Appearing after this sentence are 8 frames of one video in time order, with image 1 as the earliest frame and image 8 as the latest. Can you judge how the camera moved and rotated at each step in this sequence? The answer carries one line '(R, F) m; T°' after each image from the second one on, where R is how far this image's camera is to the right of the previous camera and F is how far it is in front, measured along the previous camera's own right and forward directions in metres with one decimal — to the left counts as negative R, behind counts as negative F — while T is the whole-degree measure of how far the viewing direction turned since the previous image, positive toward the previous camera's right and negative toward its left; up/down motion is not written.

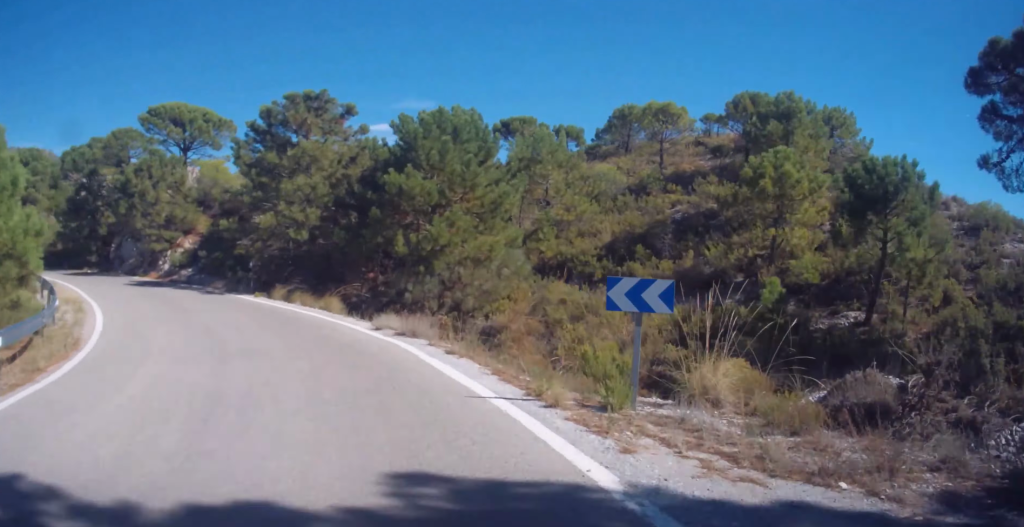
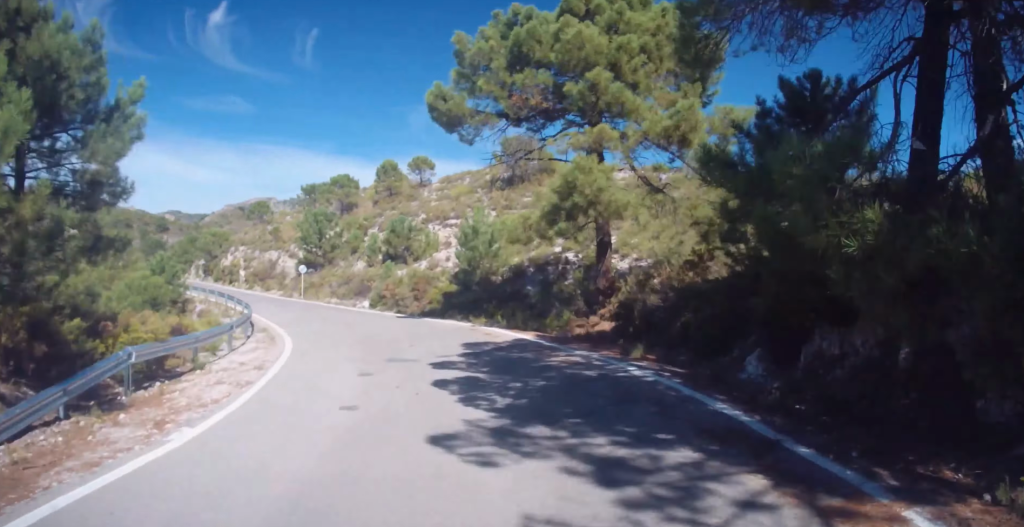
(-15.8, +52.1) m; -30°
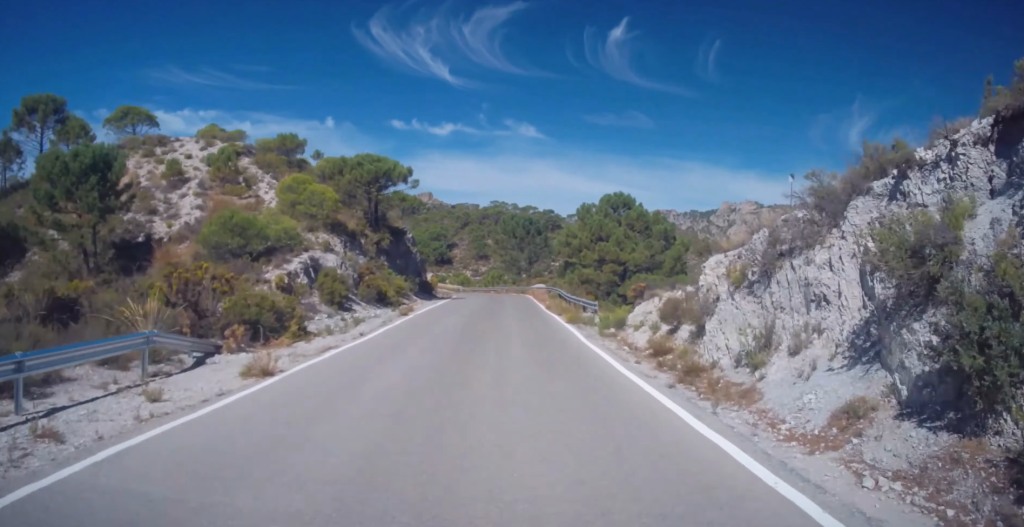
(-27.7, +93.3) m; -22°
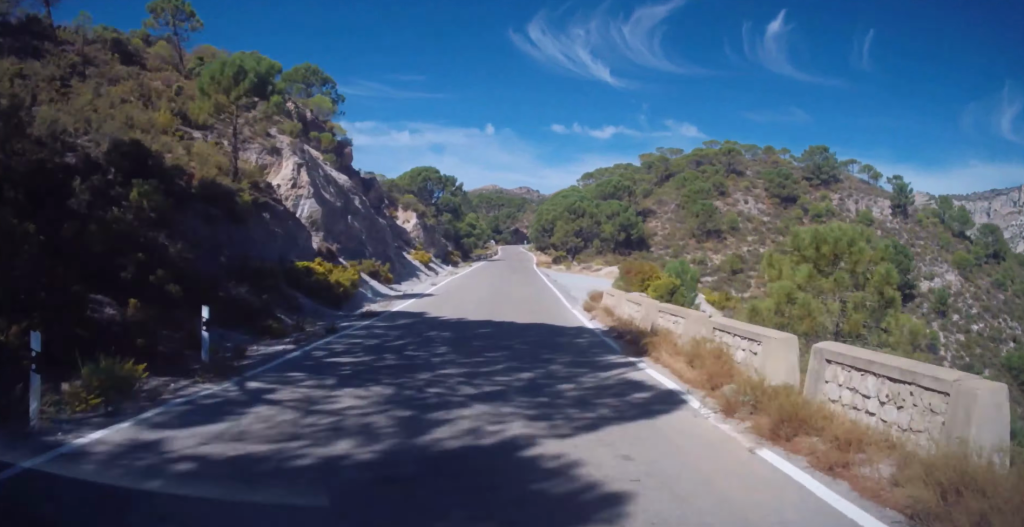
(-13.8, +123.3) m; -9°
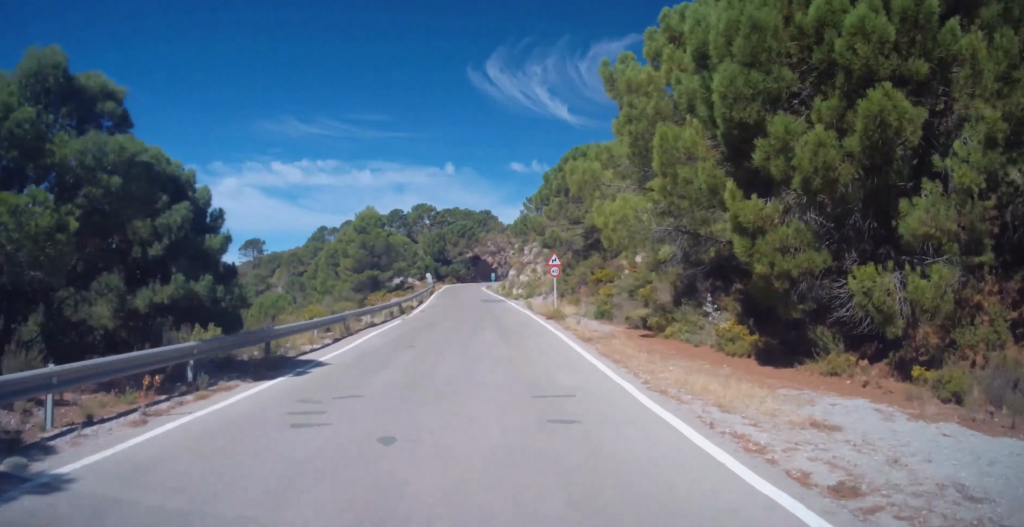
(0.0, +78.7) m; +1°
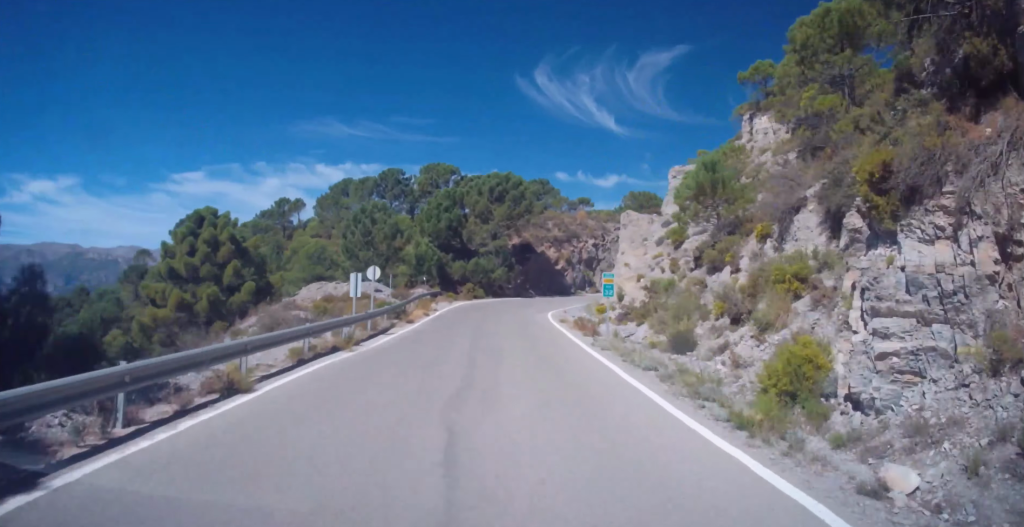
(+0.1, +57.5) m; +18°
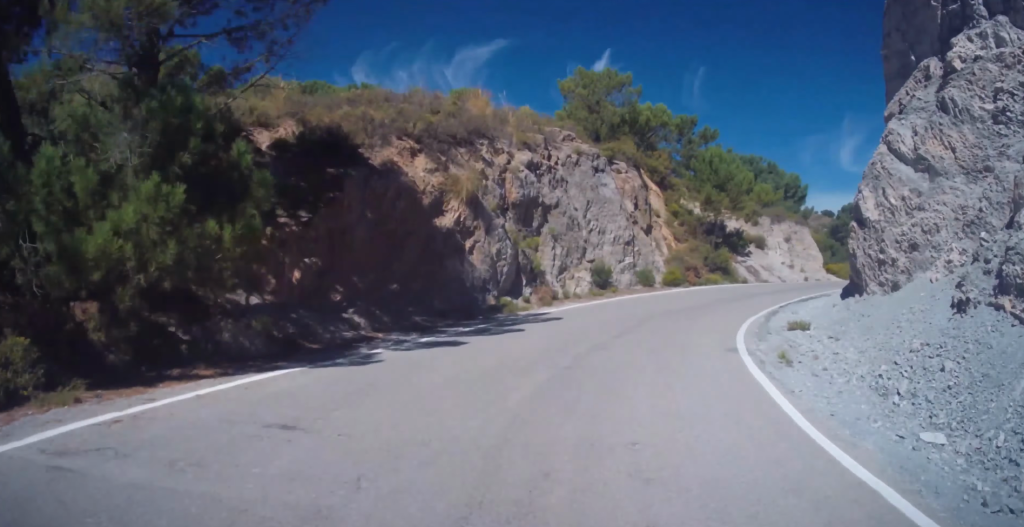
(+8.8, +40.4) m; +15°
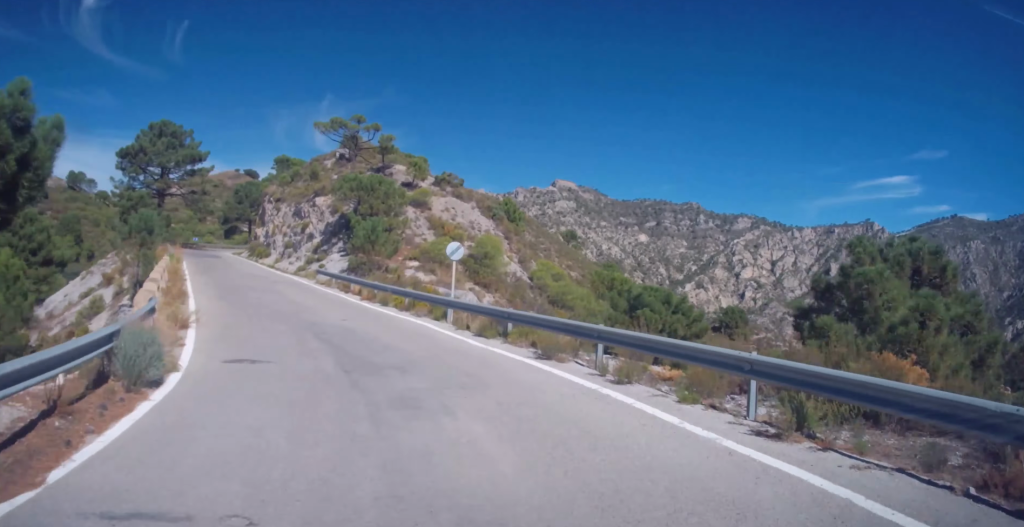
(+21.2, +85.1) m; +14°
